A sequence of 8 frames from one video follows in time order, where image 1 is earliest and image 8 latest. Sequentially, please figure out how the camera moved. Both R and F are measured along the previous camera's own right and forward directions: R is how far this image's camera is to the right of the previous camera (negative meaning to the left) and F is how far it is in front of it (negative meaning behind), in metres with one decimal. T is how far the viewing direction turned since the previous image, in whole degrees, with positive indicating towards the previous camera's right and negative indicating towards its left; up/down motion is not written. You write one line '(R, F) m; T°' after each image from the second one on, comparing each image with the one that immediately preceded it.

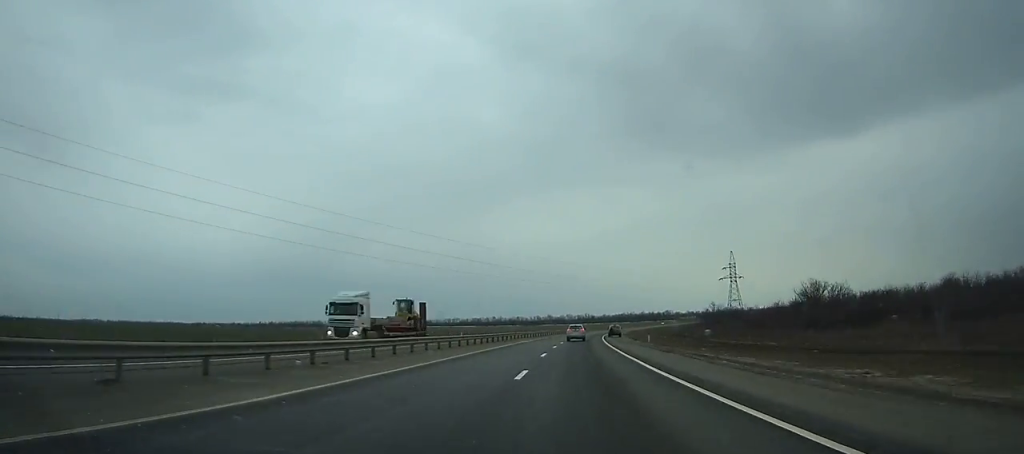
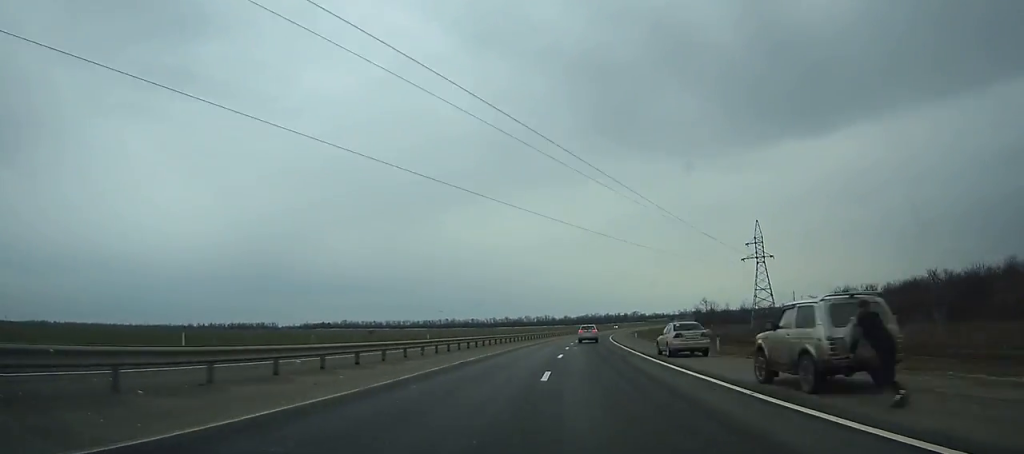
(+2.6, +72.2) m; +5°
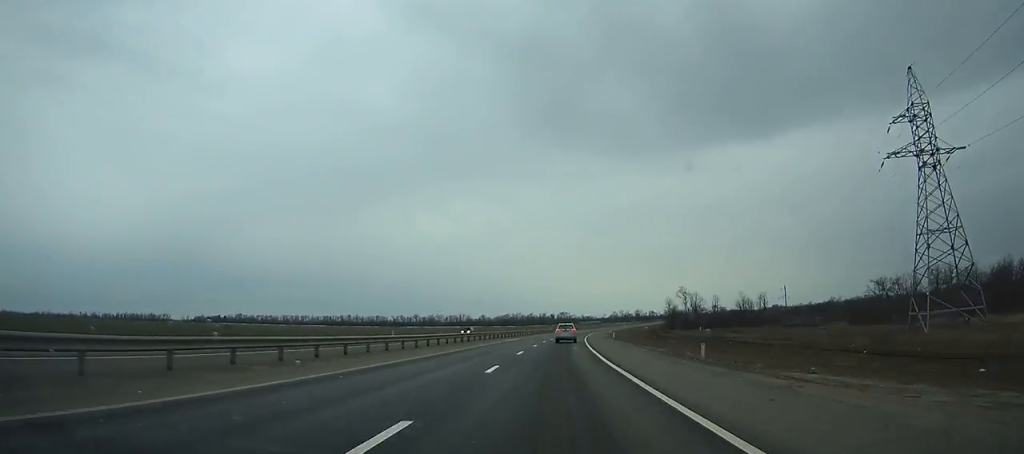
(+8.0, +106.2) m; +7°
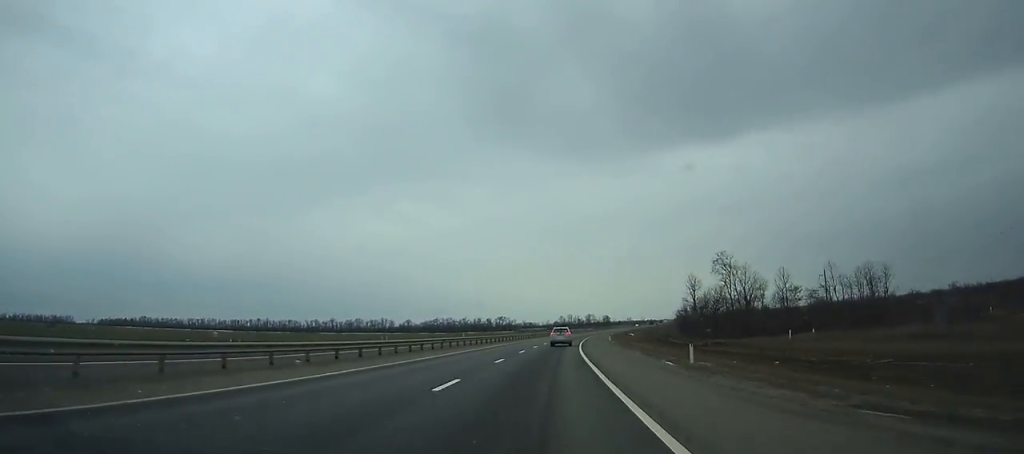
(+4.6, +100.4) m; +6°
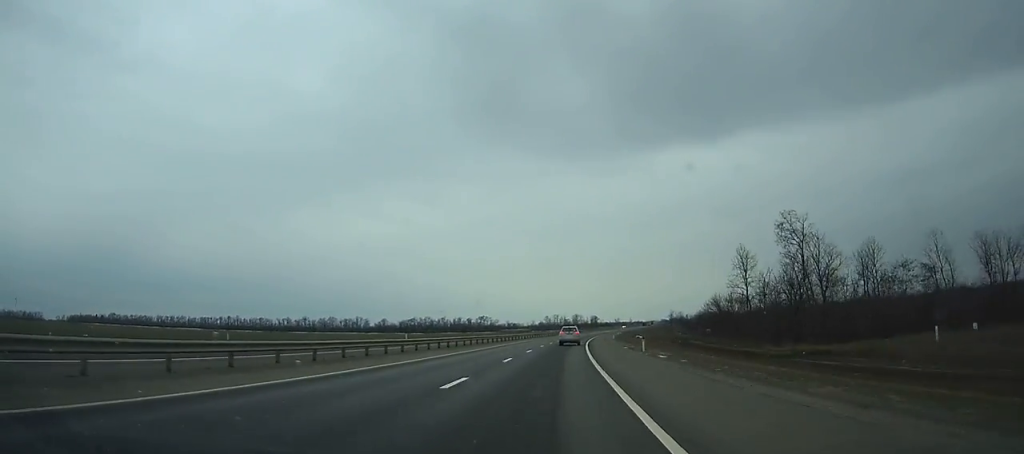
(+0.7, +34.8) m; +2°
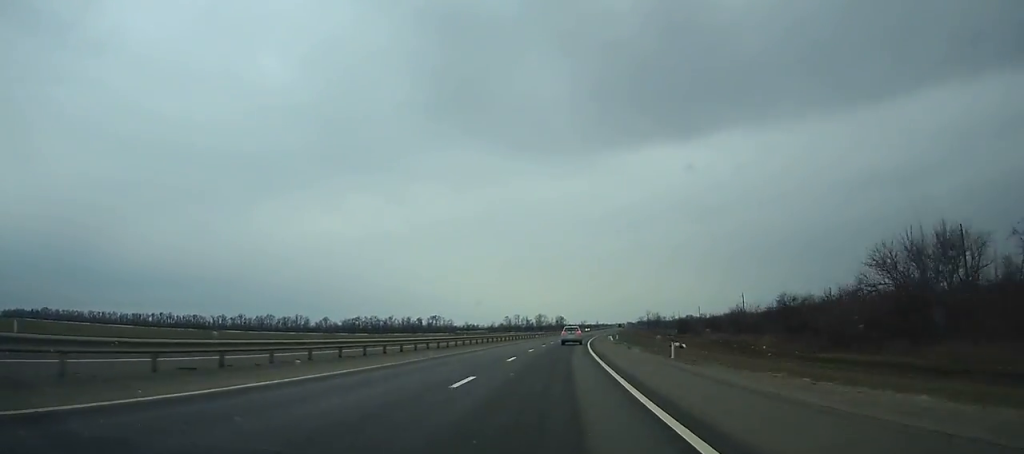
(+1.3, +60.0) m; +3°
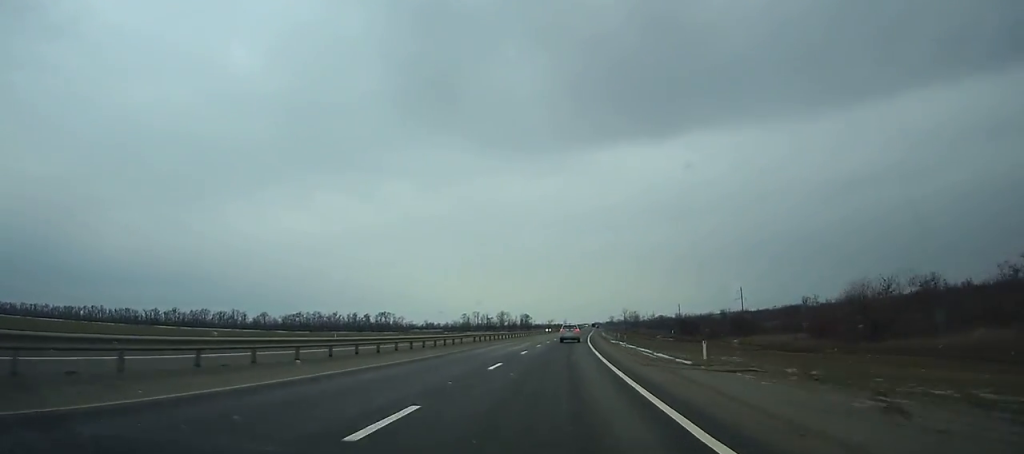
(+1.8, +55.4) m; +3°
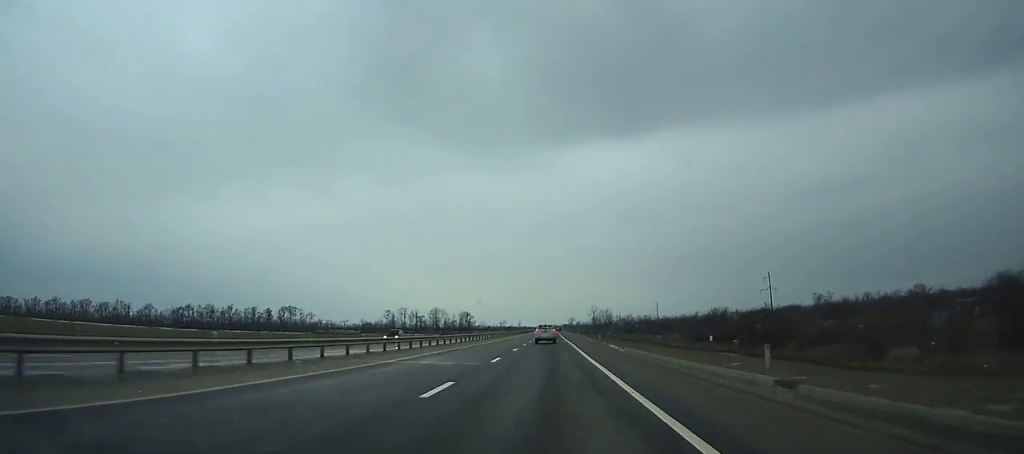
(+2.7, +90.6) m; +2°
